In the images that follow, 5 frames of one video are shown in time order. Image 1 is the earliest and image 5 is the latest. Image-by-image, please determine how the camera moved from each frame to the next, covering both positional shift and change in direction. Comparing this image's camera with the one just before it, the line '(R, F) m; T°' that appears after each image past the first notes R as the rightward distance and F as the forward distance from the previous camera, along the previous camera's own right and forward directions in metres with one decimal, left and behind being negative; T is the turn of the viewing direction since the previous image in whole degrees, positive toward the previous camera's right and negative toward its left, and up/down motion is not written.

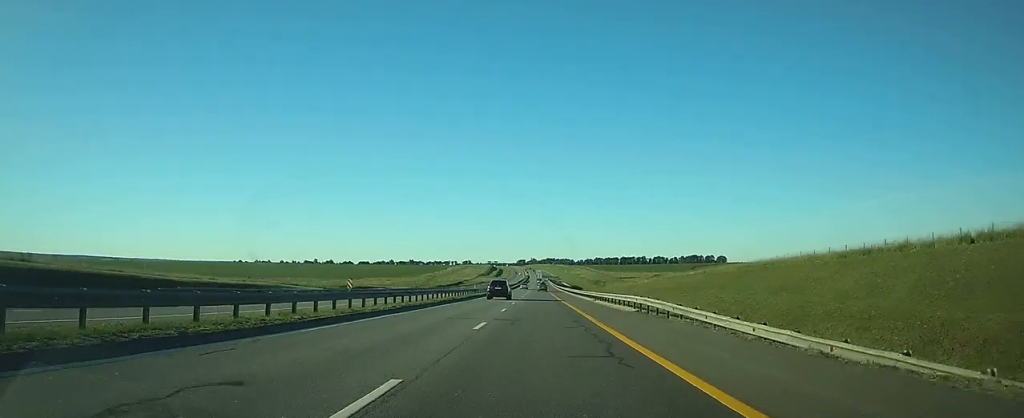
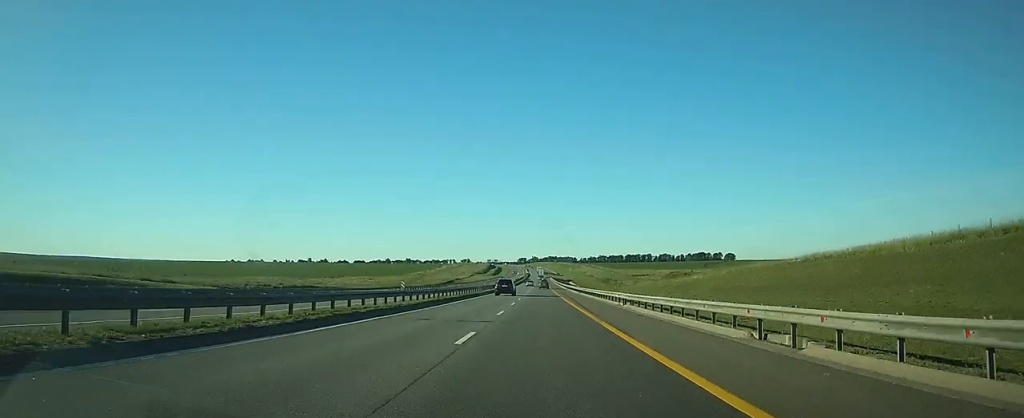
(-0.2, +40.1) m; 0°
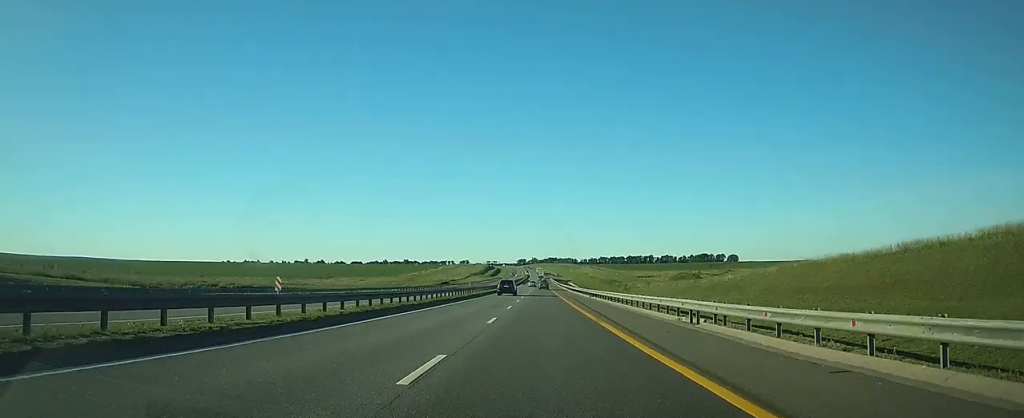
(0.0, +16.8) m; 0°
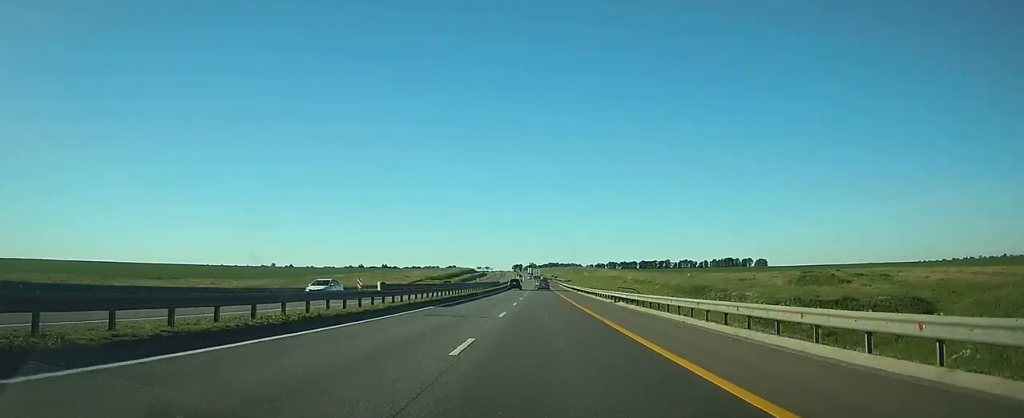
(+0.4, +140.9) m; 0°
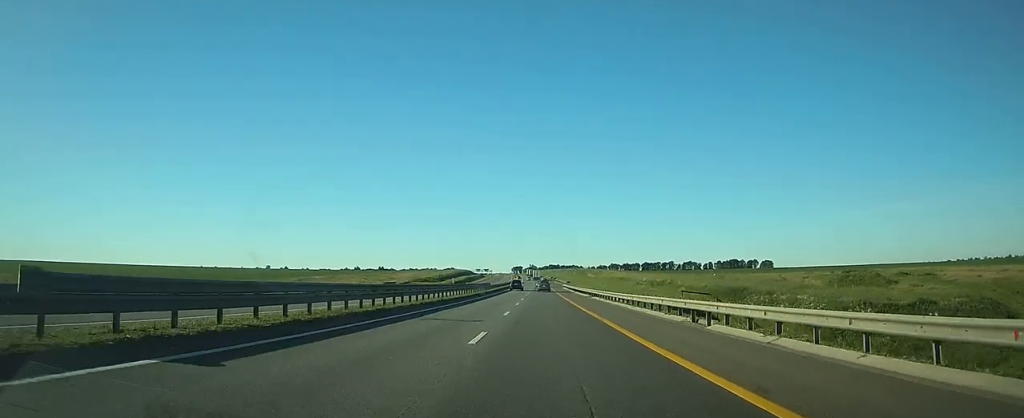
(0.0, +21.9) m; 0°
